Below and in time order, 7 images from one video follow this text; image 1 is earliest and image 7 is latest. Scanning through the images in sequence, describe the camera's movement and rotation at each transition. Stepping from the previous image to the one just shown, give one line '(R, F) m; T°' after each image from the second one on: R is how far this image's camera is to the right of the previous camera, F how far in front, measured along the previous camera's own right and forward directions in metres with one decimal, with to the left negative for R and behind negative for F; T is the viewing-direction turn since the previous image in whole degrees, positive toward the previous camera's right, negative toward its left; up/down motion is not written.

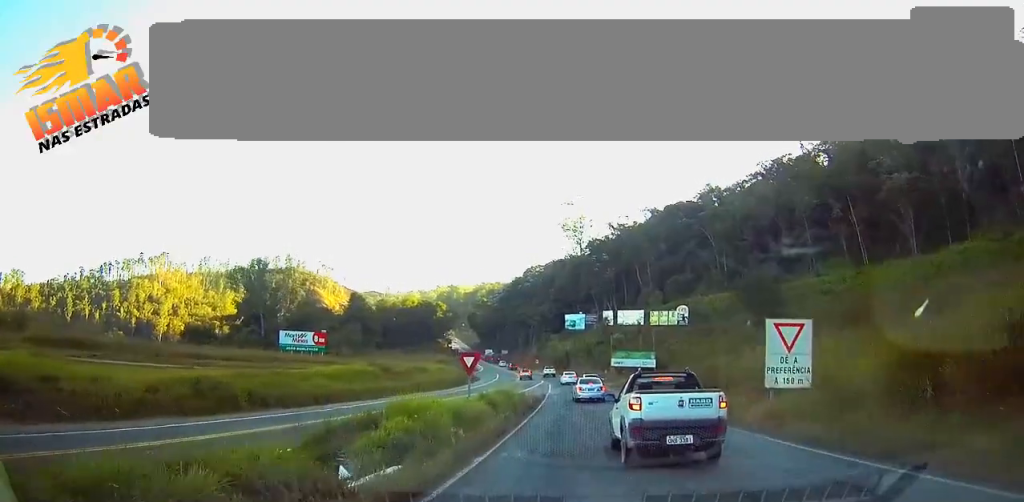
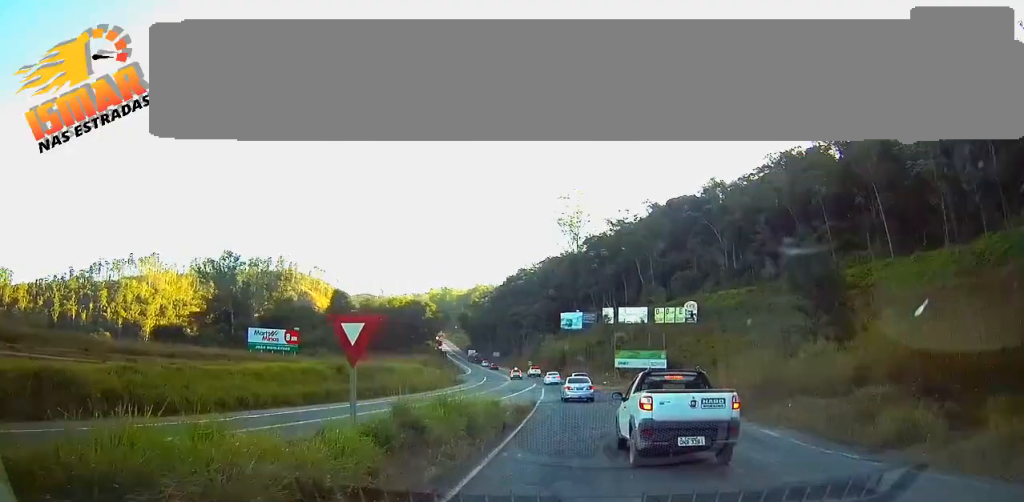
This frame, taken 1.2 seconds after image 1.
(+0.1, +13.0) m; +1°
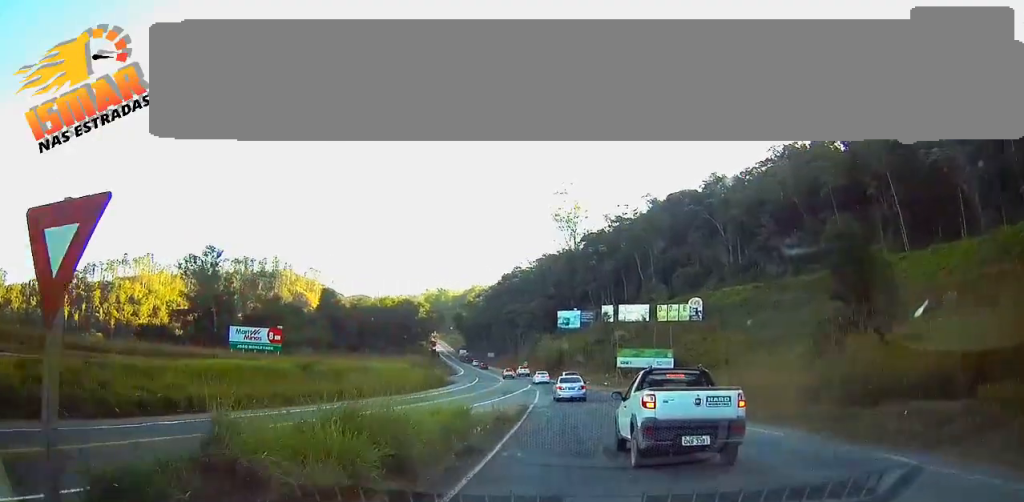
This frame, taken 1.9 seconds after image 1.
(0.0, +6.8) m; 0°
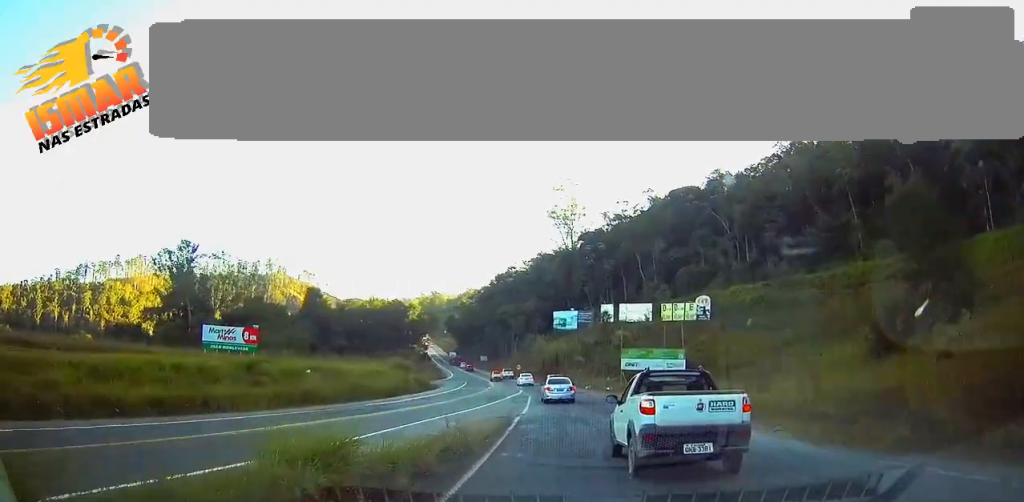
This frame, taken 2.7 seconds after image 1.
(0.0, +8.9) m; 0°
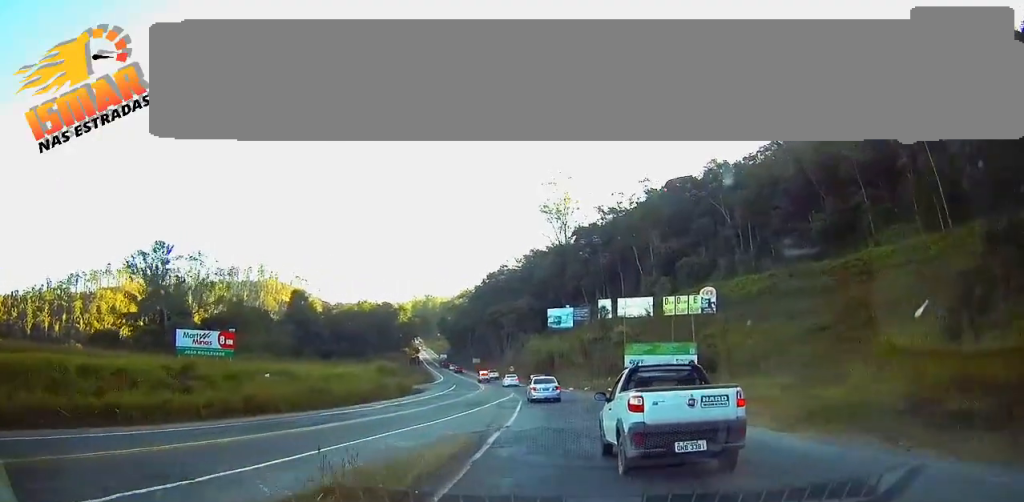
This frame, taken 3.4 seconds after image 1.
(0.0, +7.4) m; 0°
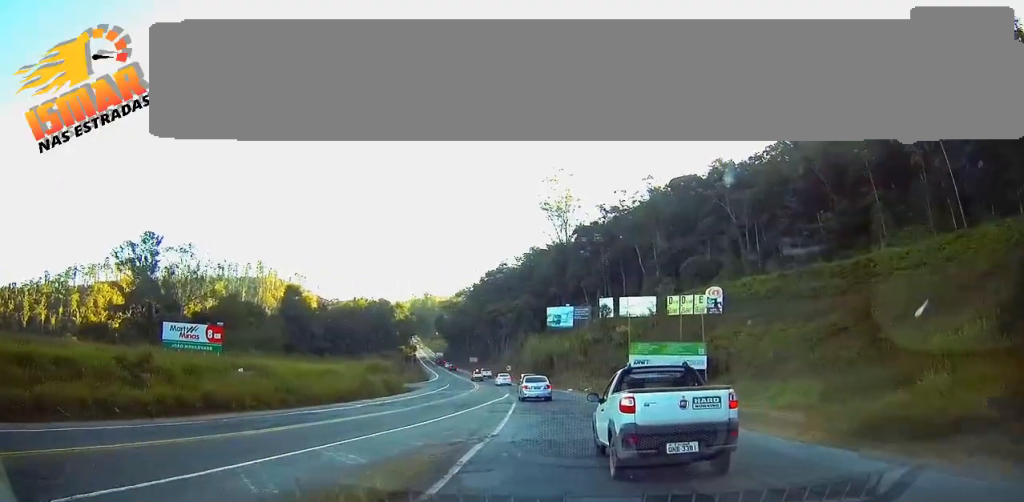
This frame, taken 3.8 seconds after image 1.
(0.0, +4.2) m; 0°
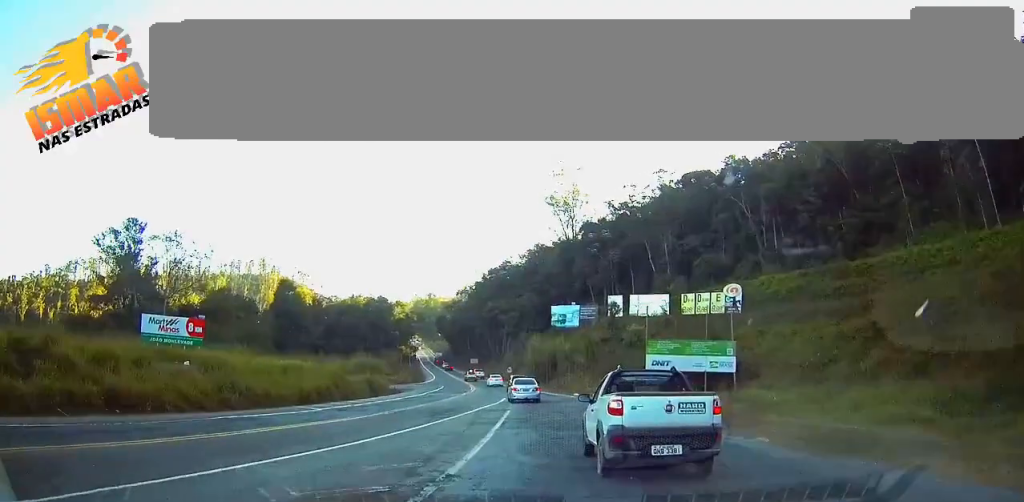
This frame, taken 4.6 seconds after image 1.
(+0.1, +7.9) m; 0°
